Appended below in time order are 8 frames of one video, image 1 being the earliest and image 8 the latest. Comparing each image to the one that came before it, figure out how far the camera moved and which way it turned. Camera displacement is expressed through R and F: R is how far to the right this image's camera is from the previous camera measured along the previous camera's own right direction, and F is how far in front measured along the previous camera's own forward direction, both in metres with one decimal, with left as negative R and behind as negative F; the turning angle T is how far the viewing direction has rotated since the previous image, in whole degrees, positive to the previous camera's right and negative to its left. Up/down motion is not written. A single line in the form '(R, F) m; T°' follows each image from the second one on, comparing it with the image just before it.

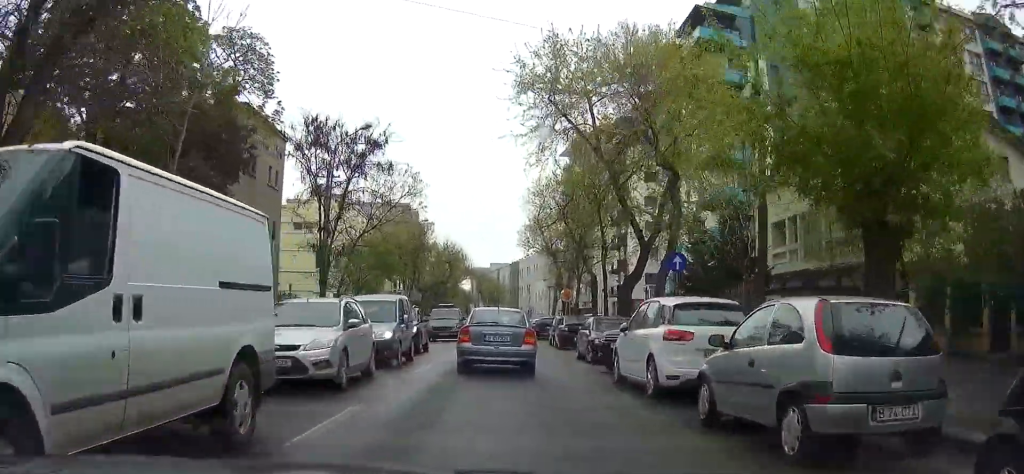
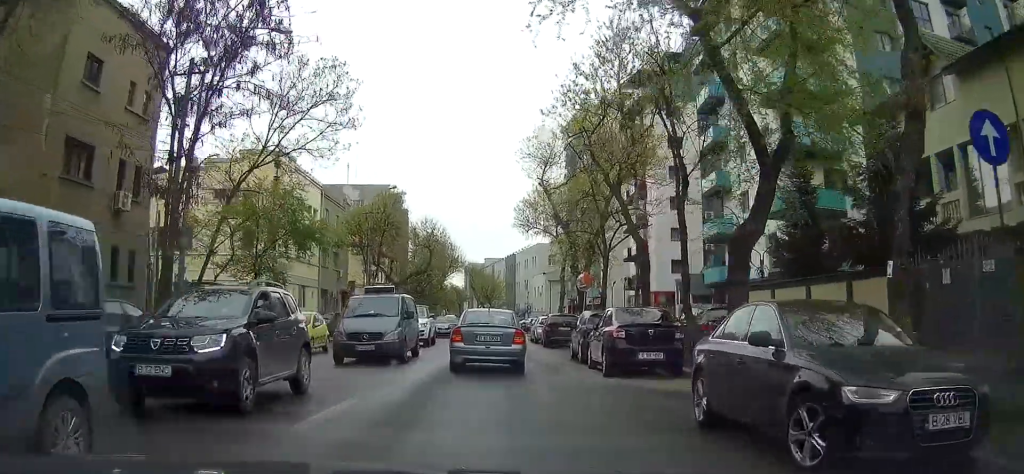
(0.0, +15.6) m; 0°
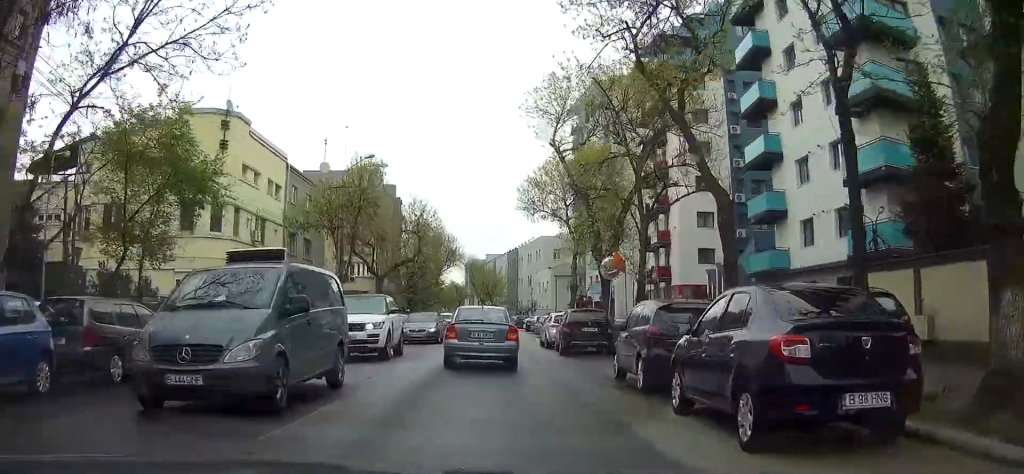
(0.0, +9.0) m; 0°
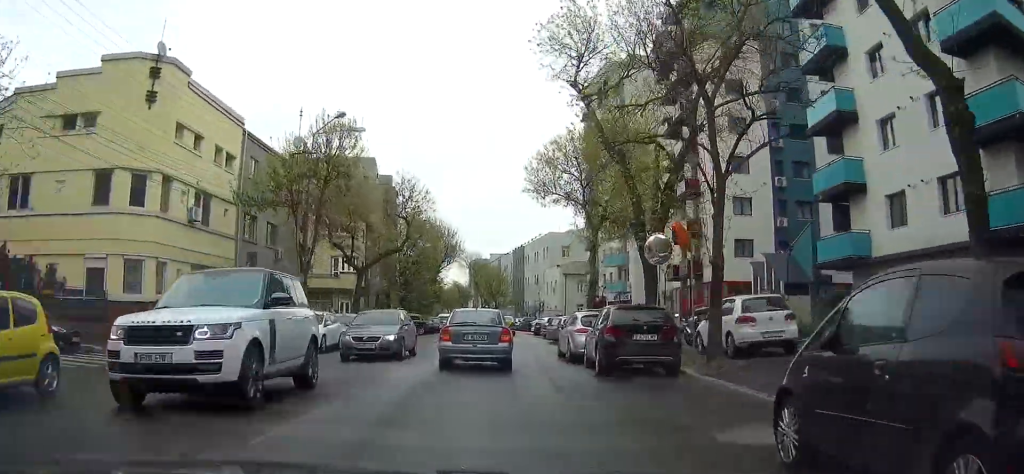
(+0.1, +8.6) m; 0°
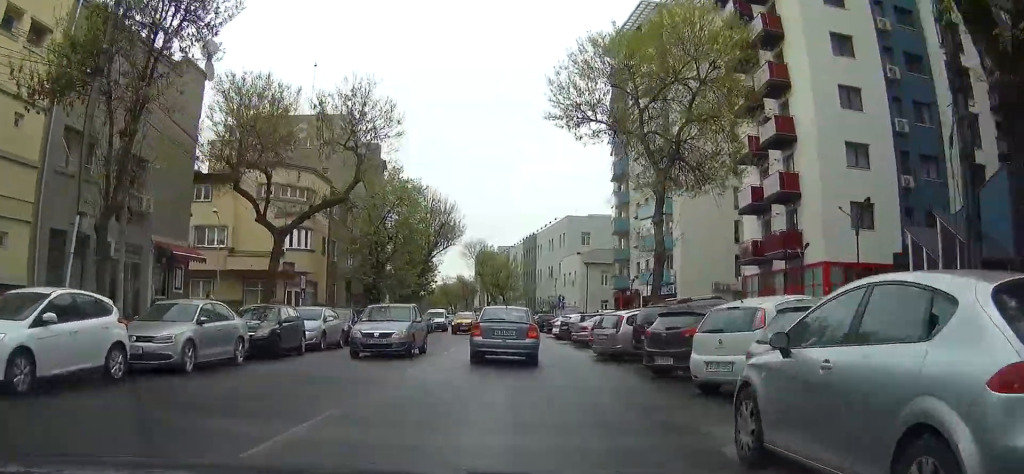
(-0.4, +17.4) m; -1°
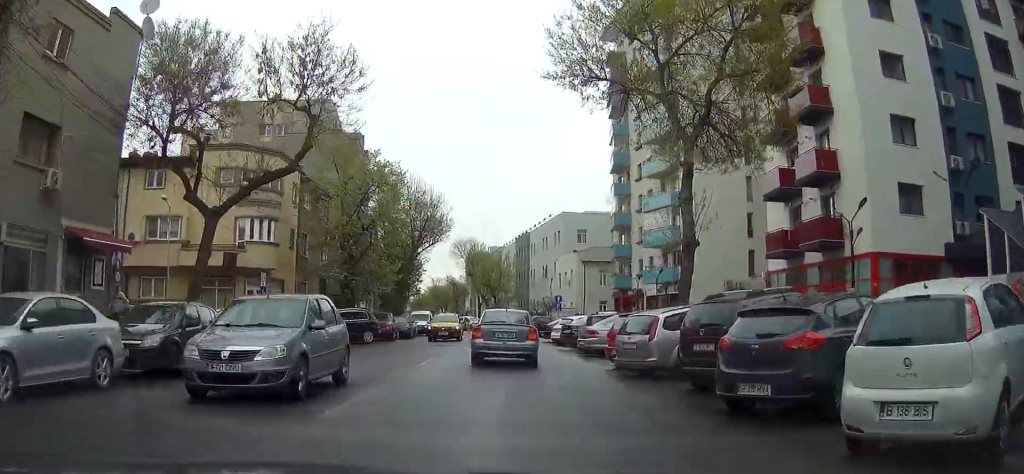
(-0.1, +5.8) m; +1°
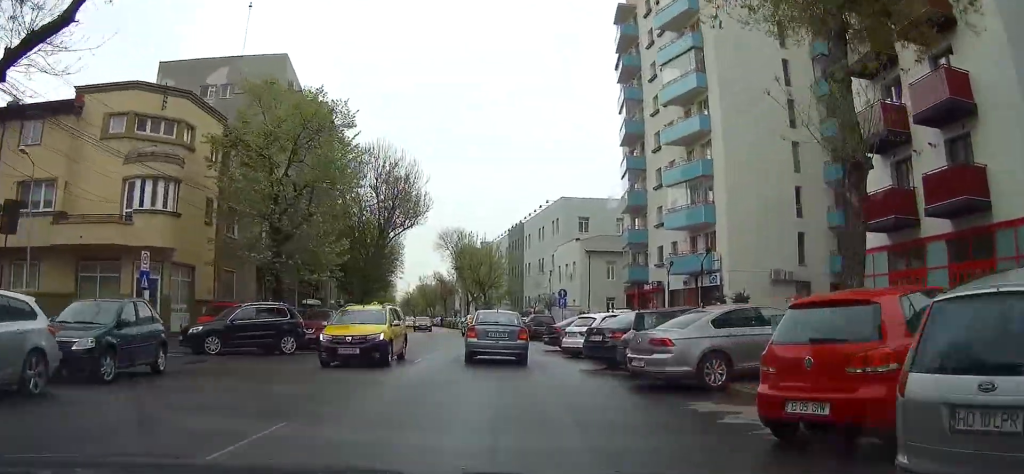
(+0.3, +12.0) m; +1°
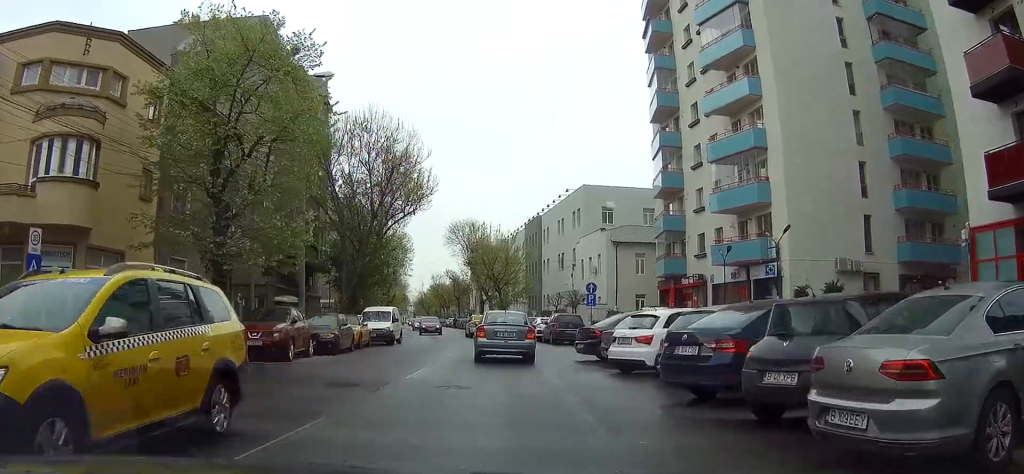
(-0.1, +7.6) m; -1°
